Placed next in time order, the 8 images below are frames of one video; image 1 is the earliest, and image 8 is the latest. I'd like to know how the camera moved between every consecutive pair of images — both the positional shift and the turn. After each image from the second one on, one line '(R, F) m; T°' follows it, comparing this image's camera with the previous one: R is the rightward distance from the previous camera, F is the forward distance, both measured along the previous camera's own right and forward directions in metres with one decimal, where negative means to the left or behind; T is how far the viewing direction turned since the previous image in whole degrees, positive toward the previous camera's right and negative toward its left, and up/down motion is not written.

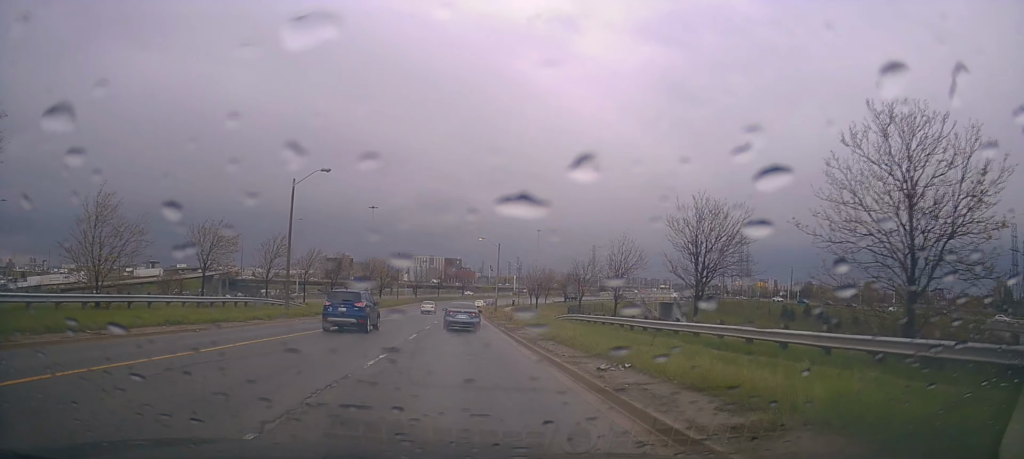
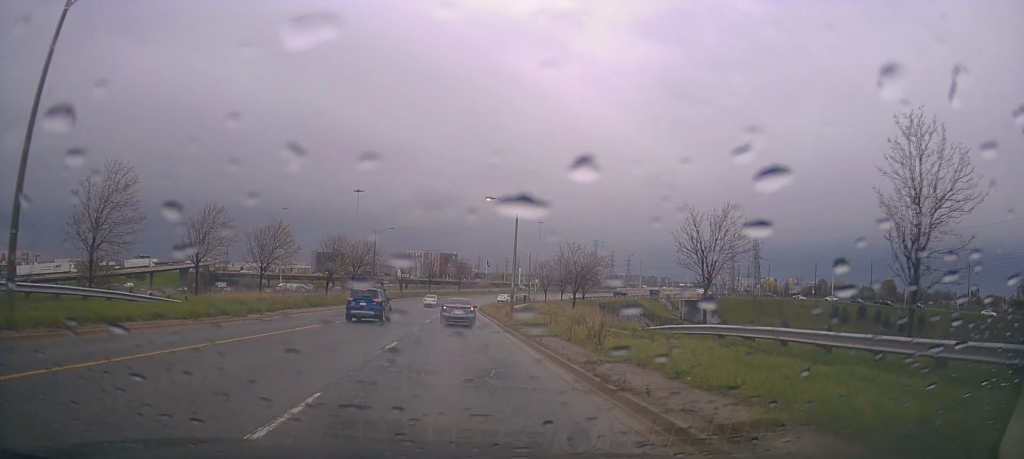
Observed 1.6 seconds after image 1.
(+0.1, +24.6) m; 0°
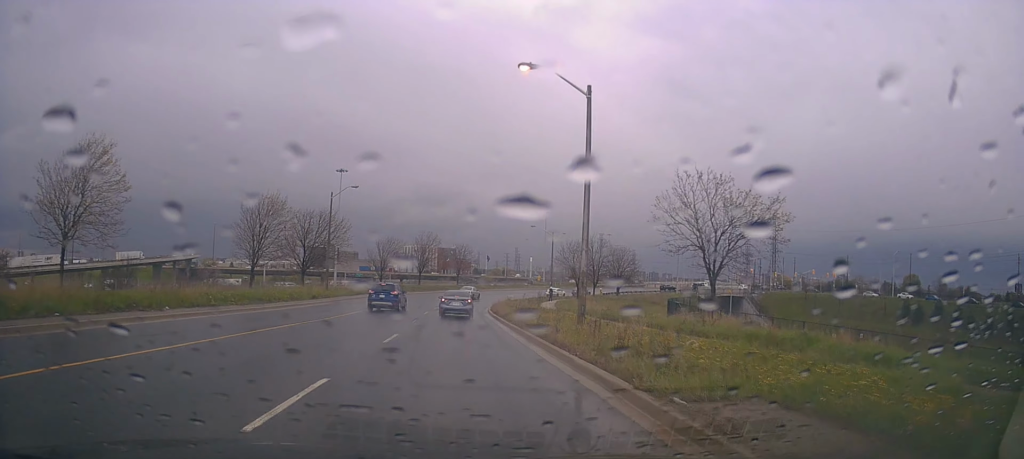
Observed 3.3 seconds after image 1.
(-0.3, +26.0) m; -1°
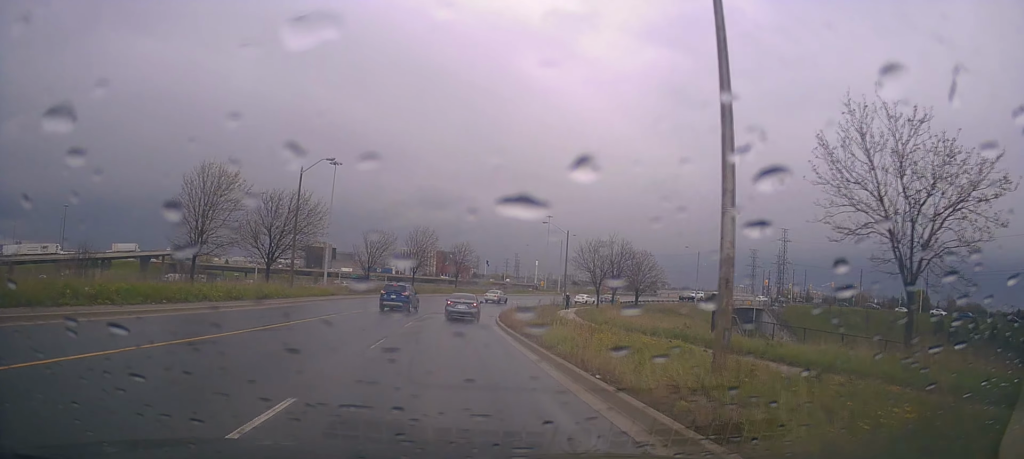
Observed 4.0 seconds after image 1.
(-0.1, +10.6) m; +1°
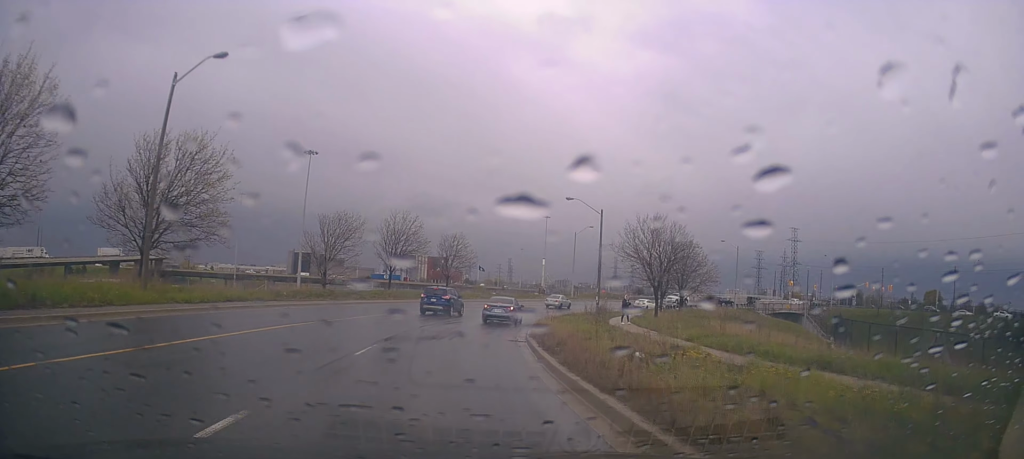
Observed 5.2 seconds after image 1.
(+0.4, +18.6) m; +2°
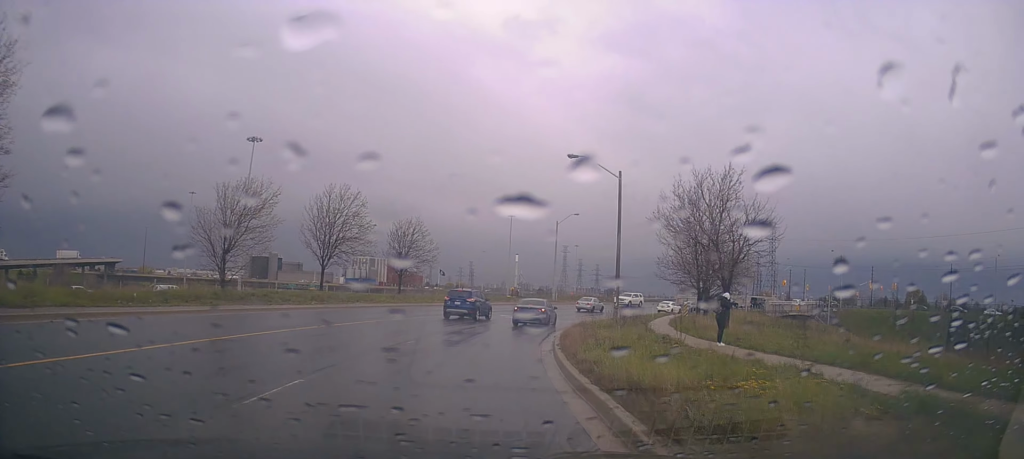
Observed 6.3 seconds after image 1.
(+0.1, +15.1) m; +4°
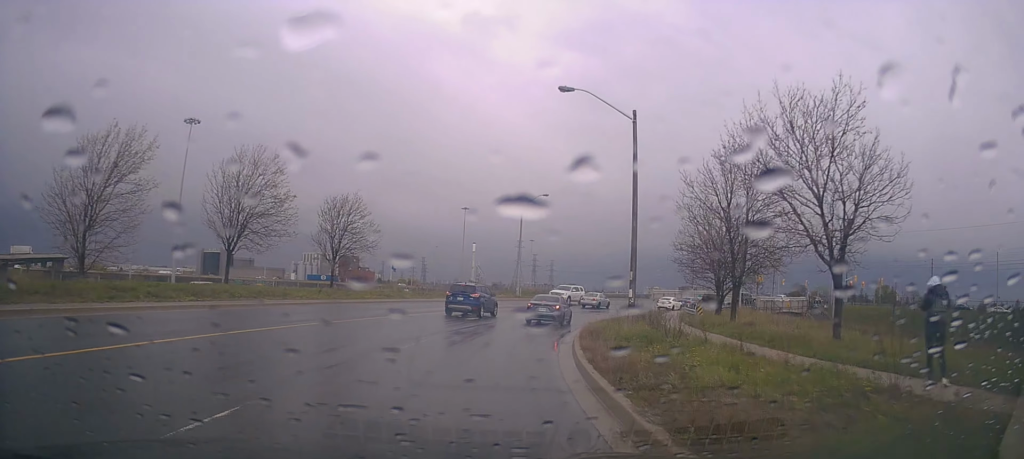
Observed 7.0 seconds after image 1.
(+0.3, +10.7) m; +5°
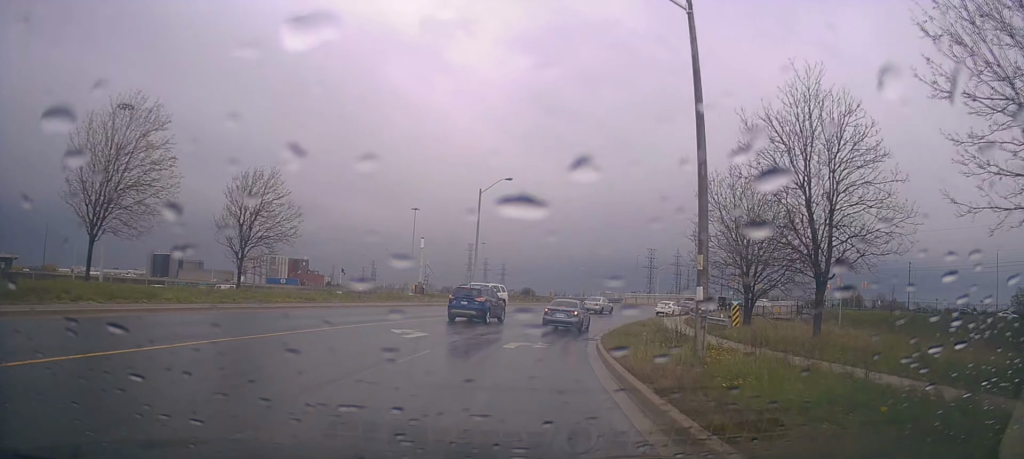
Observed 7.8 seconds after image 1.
(+0.5, +10.3) m; +4°
